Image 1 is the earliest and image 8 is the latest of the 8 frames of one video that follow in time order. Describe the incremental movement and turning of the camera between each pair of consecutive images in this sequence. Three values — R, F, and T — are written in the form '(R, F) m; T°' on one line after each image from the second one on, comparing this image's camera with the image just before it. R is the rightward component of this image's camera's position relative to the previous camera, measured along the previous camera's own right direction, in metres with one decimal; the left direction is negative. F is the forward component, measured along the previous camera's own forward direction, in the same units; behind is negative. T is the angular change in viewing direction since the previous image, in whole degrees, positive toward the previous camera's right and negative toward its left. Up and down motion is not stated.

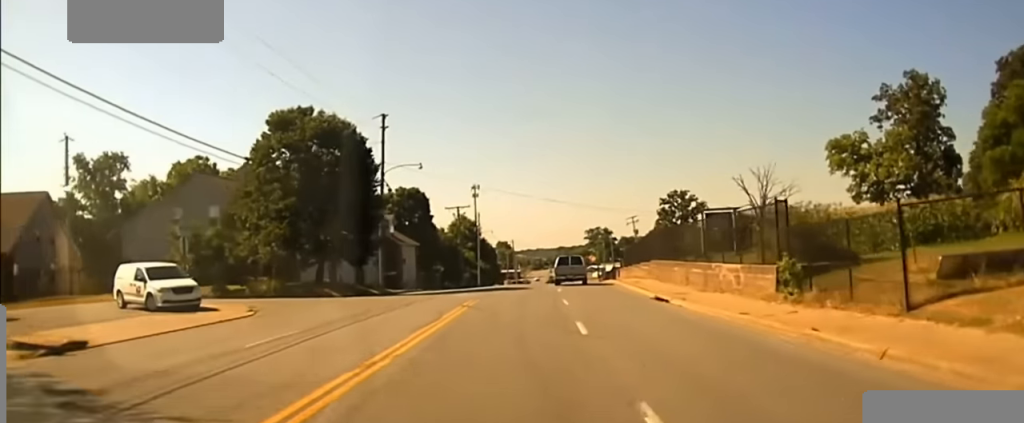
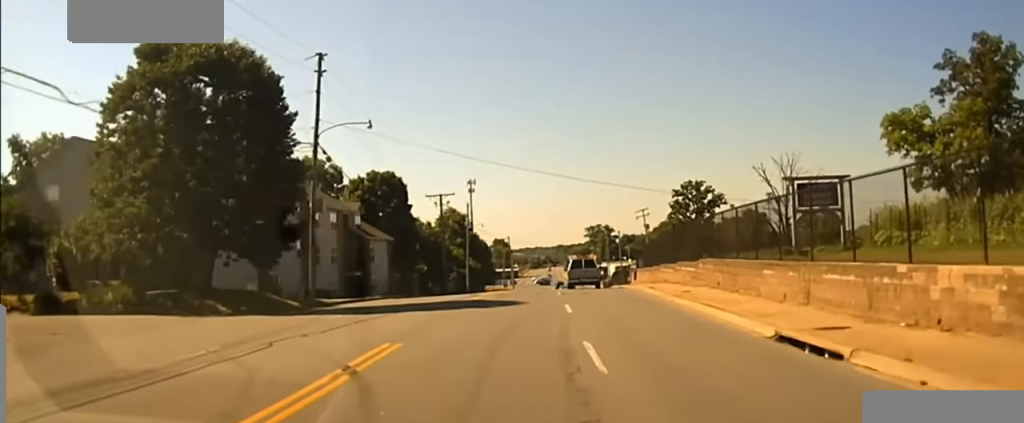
(+0.3, +19.4) m; +1°
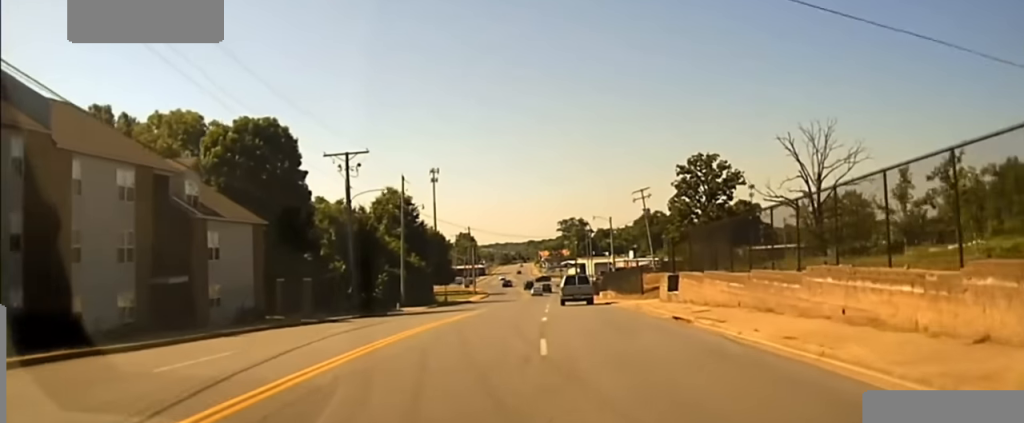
(+0.5, +40.5) m; +1°
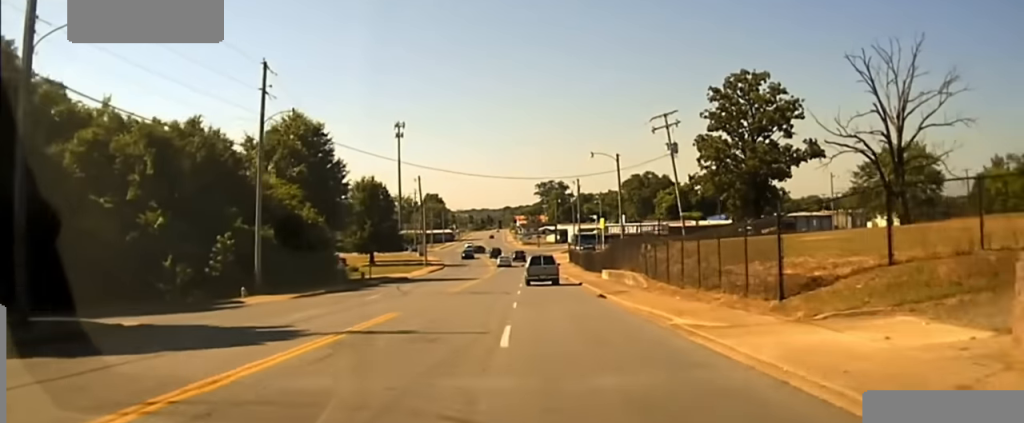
(+0.3, +41.0) m; +1°
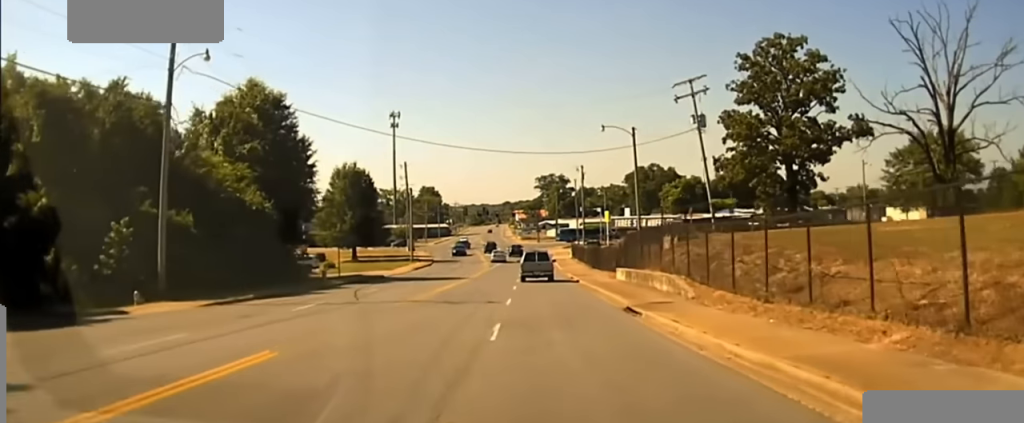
(+0.1, +11.5) m; 0°
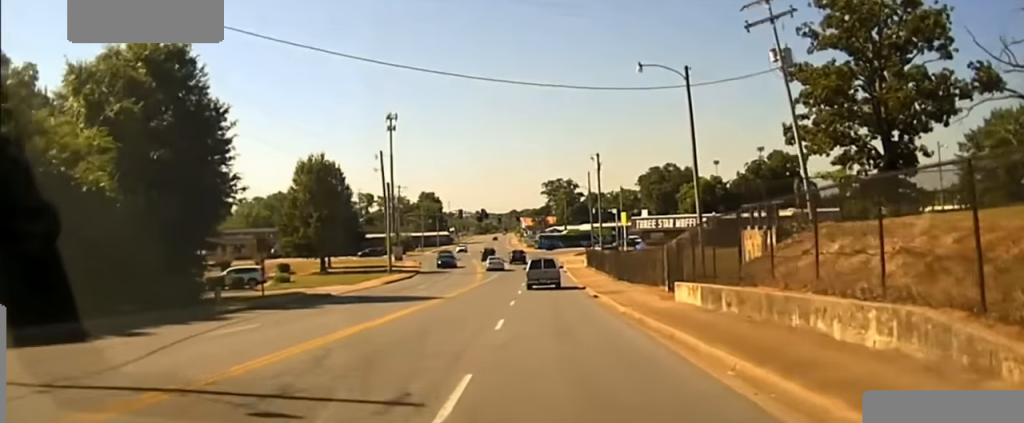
(+0.2, +20.5) m; 0°
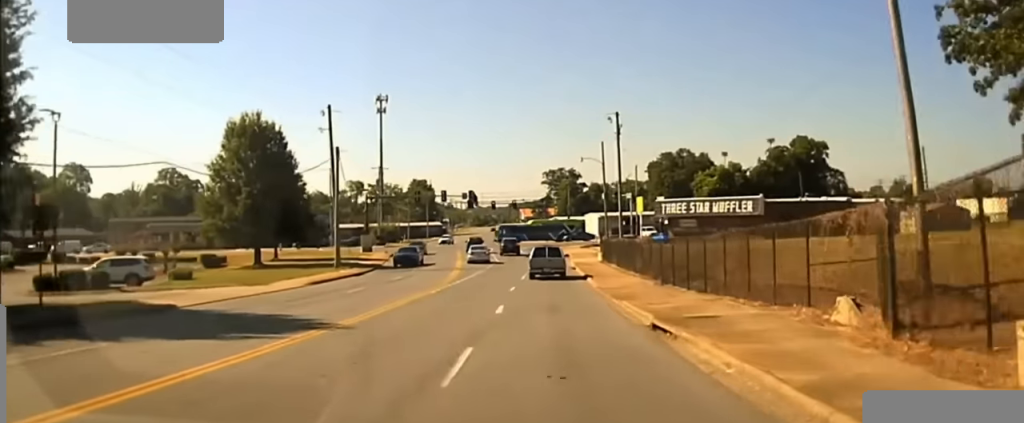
(-0.1, +19.1) m; 0°
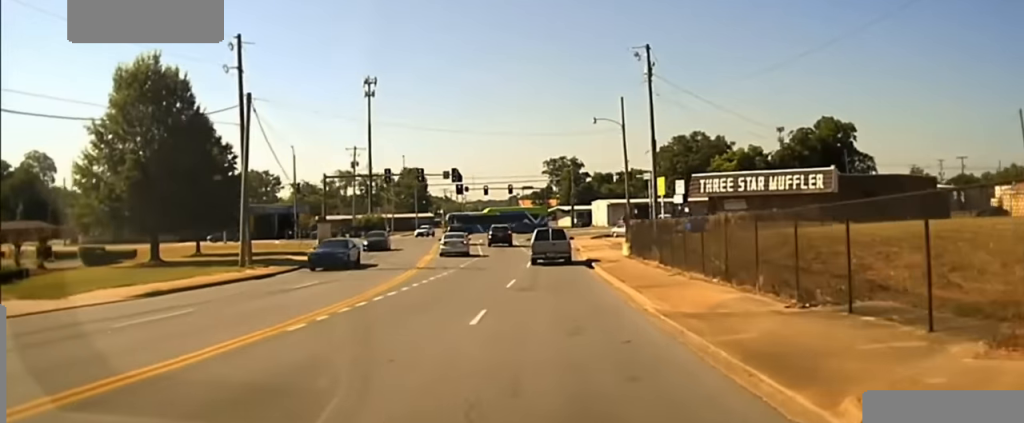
(0.0, +13.5) m; 0°
